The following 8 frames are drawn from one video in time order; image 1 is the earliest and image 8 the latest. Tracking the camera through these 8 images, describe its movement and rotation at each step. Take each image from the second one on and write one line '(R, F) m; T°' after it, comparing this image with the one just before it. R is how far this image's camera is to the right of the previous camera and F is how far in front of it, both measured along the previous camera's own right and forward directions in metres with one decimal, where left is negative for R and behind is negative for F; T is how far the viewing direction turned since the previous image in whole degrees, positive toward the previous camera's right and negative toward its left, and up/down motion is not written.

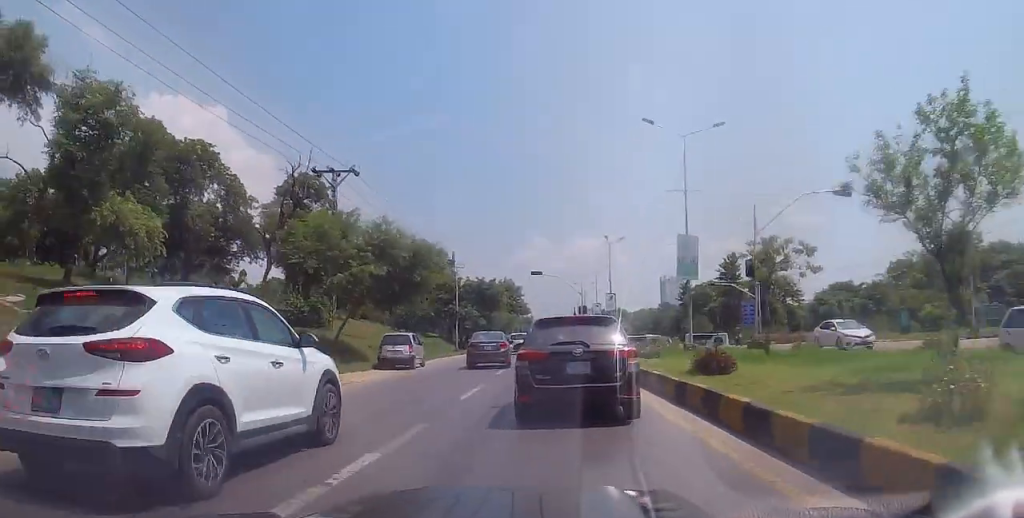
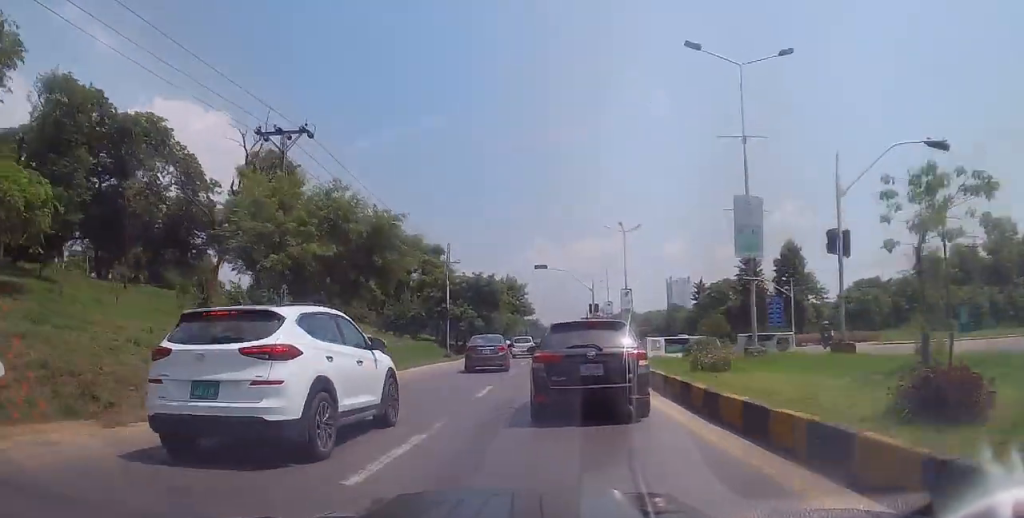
(0.0, +7.4) m; -1°
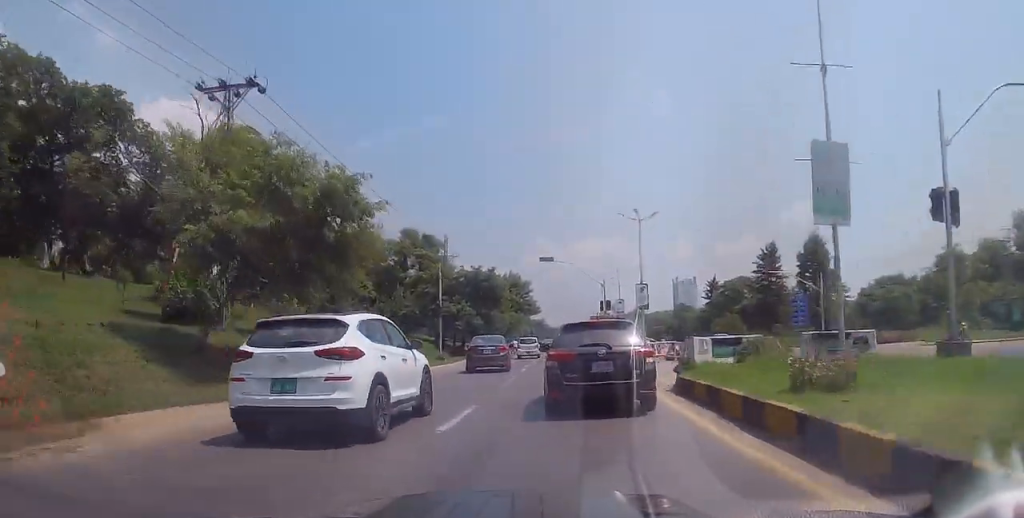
(-0.1, +5.4) m; 0°
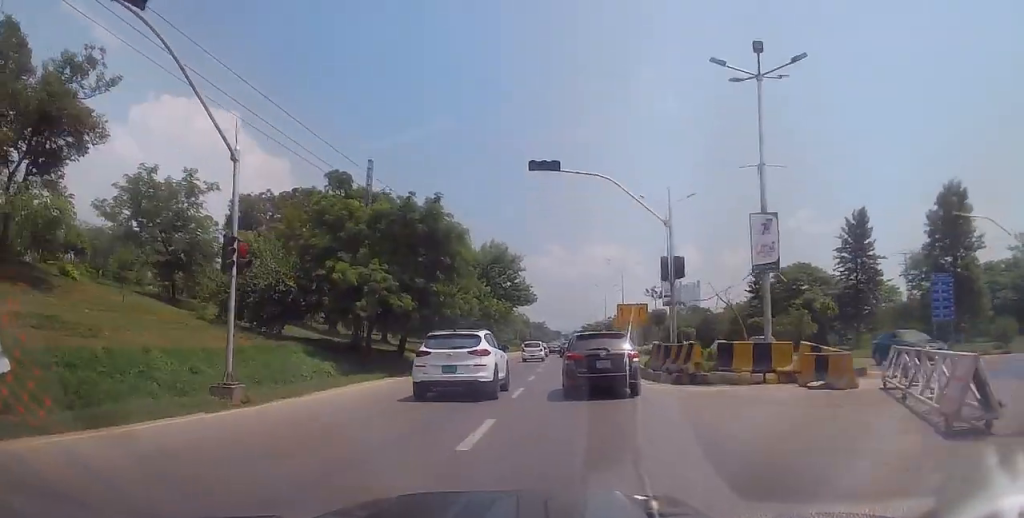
(+0.5, +25.7) m; +1°
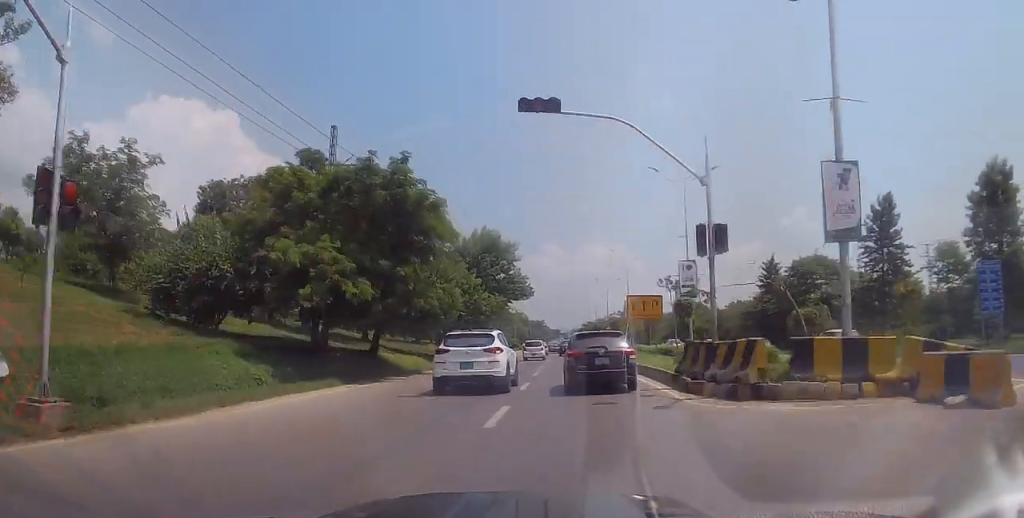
(0.0, +5.5) m; 0°
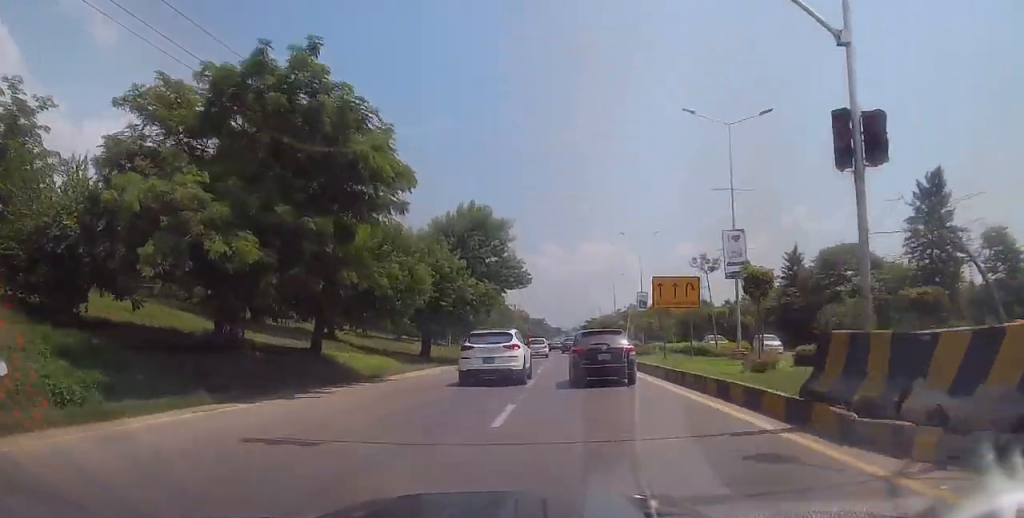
(0.0, +8.0) m; 0°
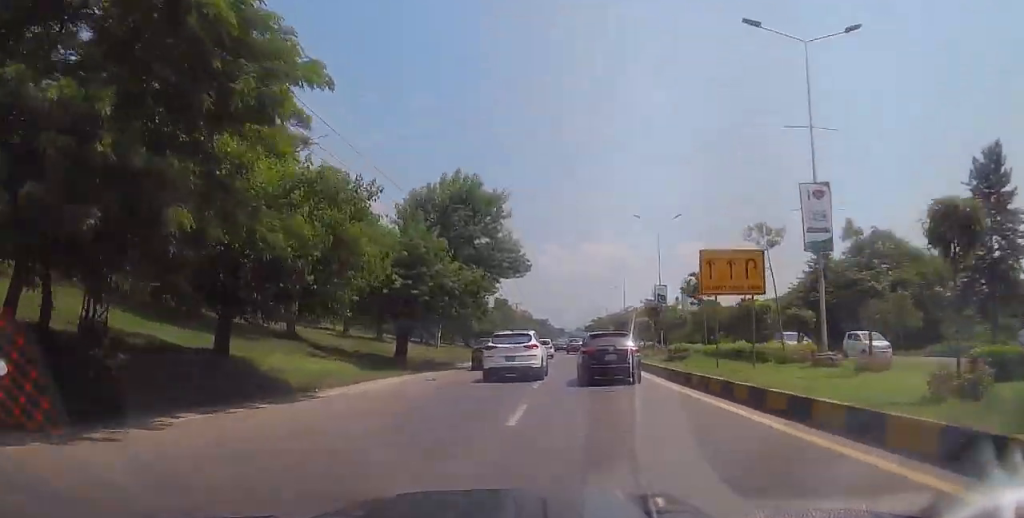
(0.0, +7.4) m; 0°
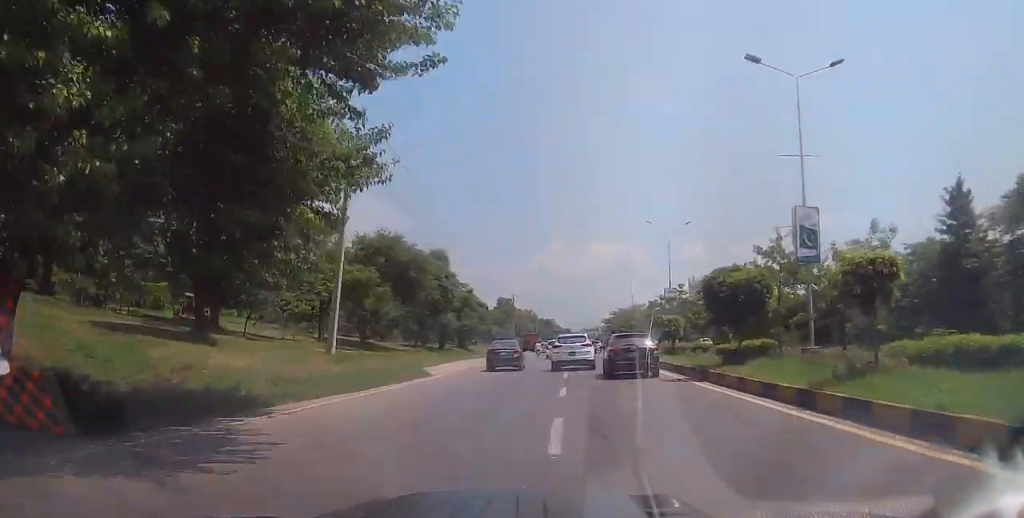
(-0.3, +25.8) m; -1°
